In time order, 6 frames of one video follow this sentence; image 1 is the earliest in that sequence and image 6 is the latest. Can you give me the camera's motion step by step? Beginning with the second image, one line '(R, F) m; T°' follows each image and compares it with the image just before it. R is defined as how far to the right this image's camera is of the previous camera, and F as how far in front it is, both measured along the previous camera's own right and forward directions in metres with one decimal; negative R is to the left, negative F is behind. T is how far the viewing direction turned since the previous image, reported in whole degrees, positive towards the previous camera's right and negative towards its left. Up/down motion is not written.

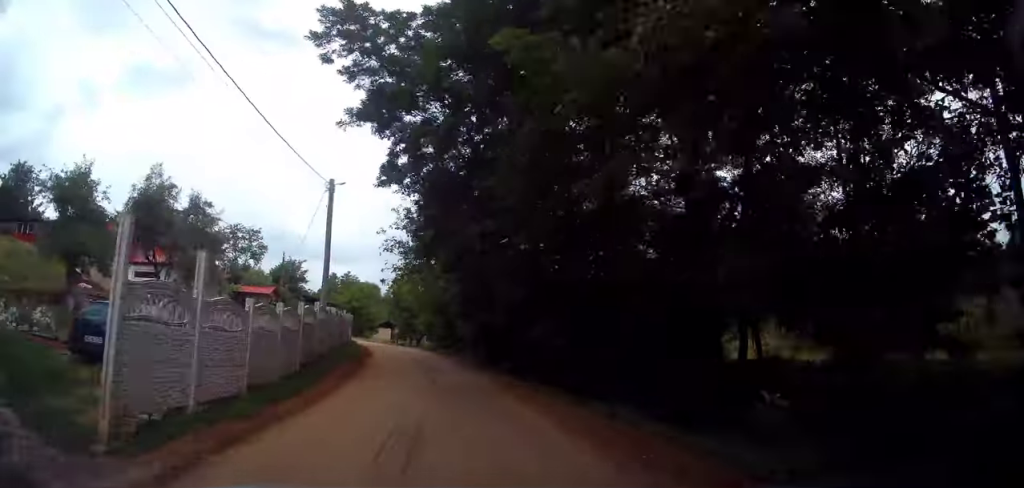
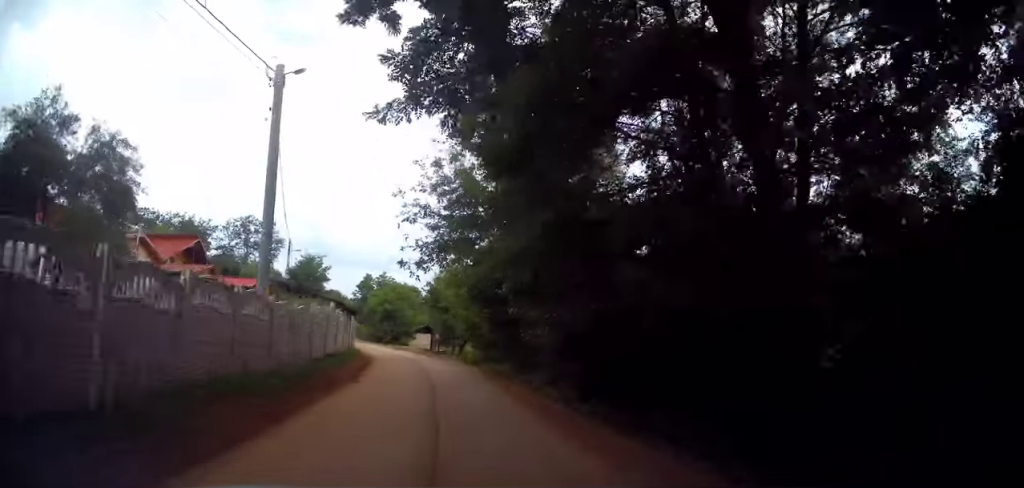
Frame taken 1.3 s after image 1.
(-0.7, +12.7) m; -5°
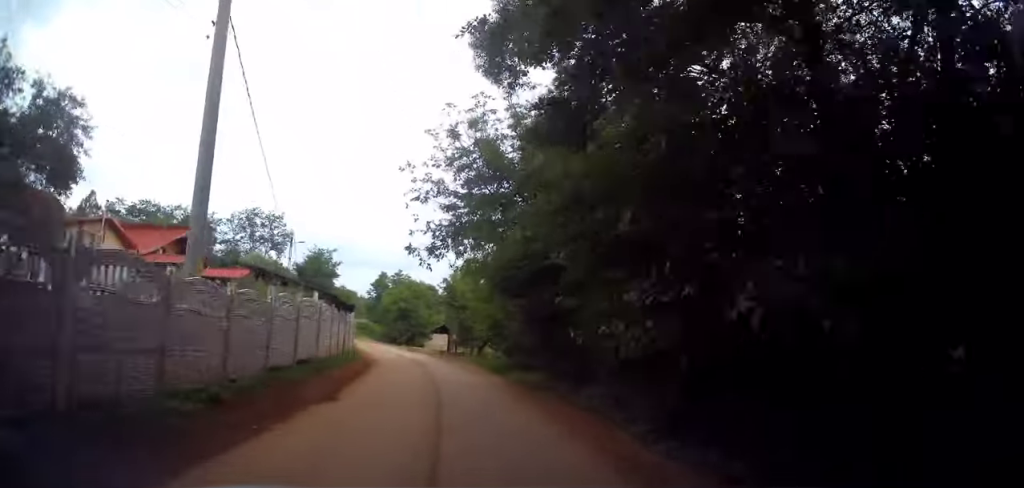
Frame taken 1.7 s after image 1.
(-0.2, +4.7) m; 0°
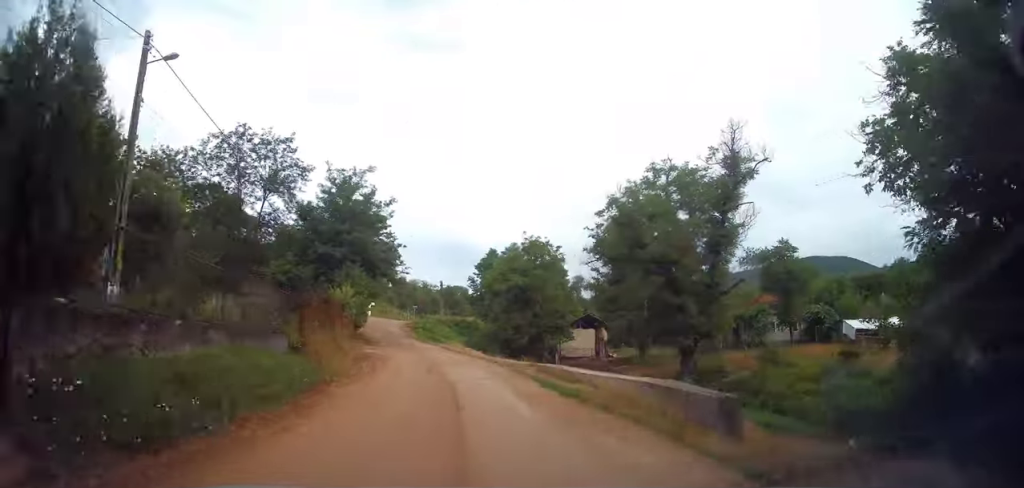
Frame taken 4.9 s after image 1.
(-3.0, +33.7) m; -12°
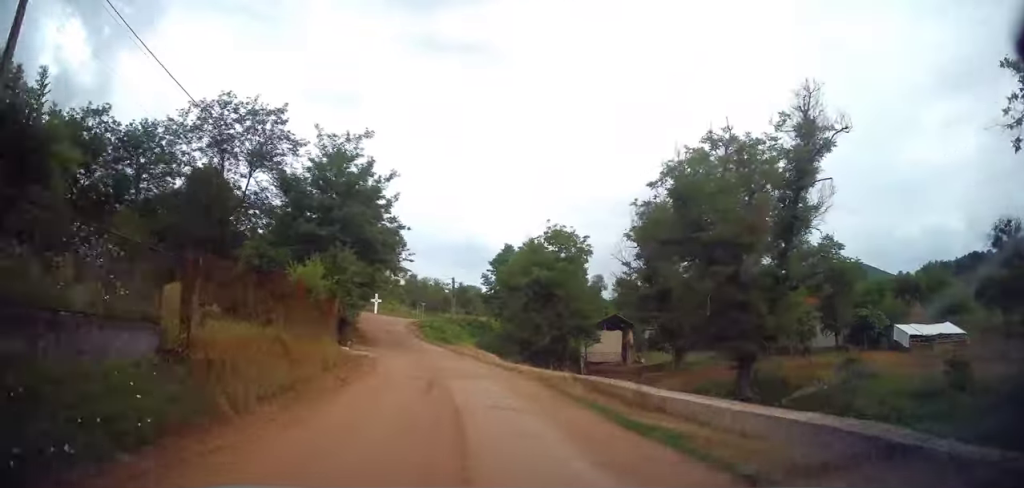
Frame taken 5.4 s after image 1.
(-0.3, +5.3) m; -2°
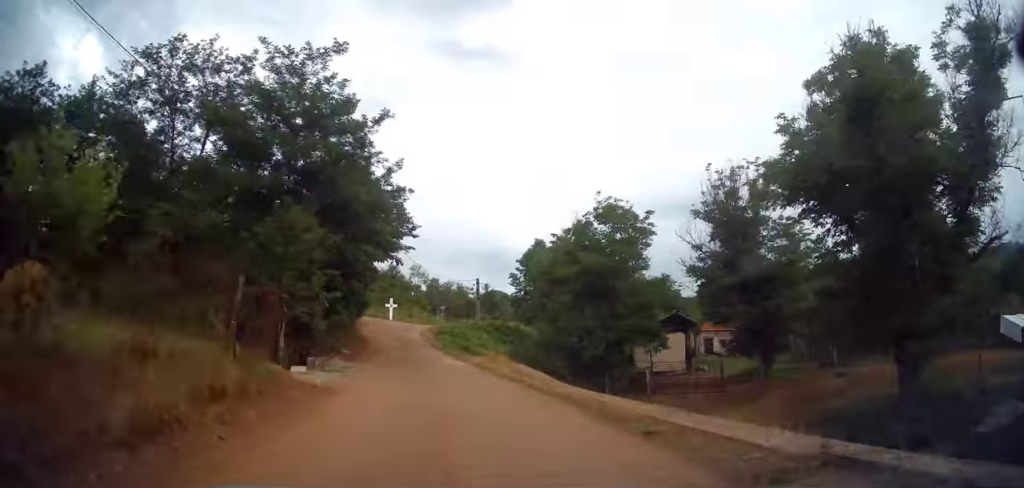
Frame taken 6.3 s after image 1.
(-0.4, +9.2) m; -4°
